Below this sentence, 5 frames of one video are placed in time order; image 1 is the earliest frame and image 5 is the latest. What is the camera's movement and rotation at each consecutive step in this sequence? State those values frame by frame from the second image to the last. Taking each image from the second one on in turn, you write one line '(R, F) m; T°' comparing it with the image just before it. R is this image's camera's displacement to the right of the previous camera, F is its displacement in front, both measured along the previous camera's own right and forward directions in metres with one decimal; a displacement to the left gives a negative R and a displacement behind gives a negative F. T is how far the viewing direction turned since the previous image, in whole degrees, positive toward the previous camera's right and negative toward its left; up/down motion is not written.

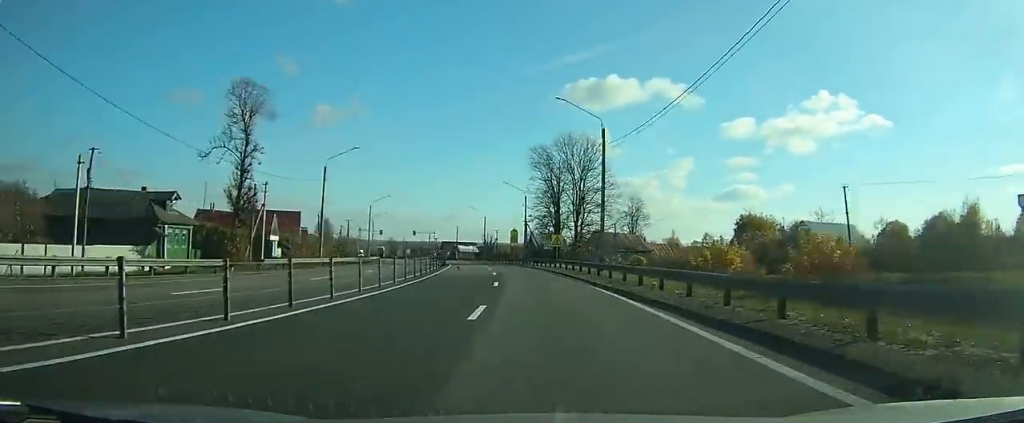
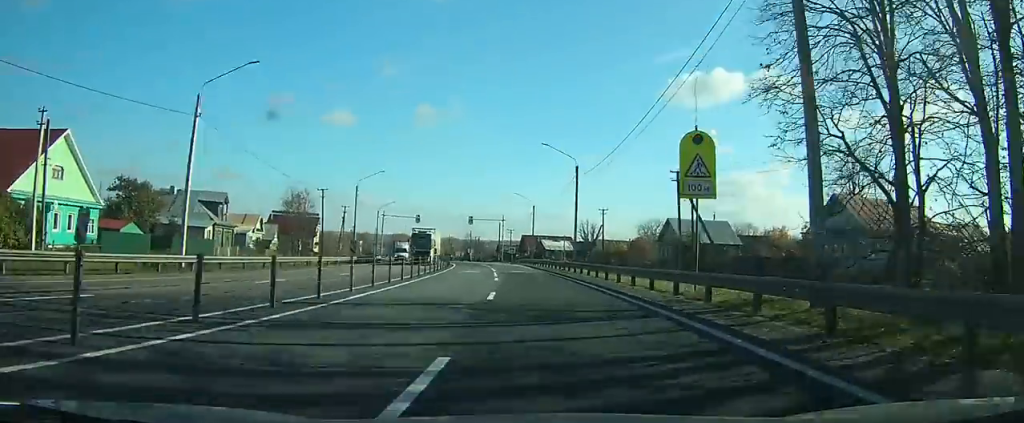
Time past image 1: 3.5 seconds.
(-5.3, +68.3) m; -9°
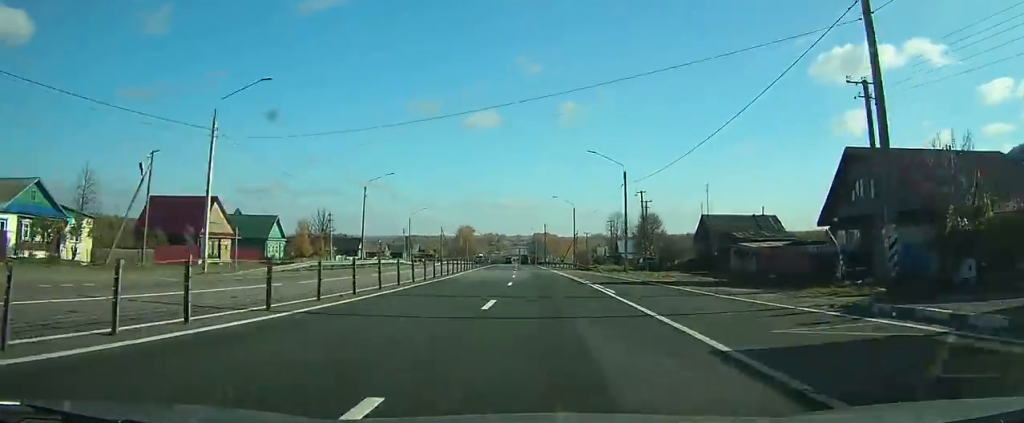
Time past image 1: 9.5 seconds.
(-16.7, +115.2) m; -15°
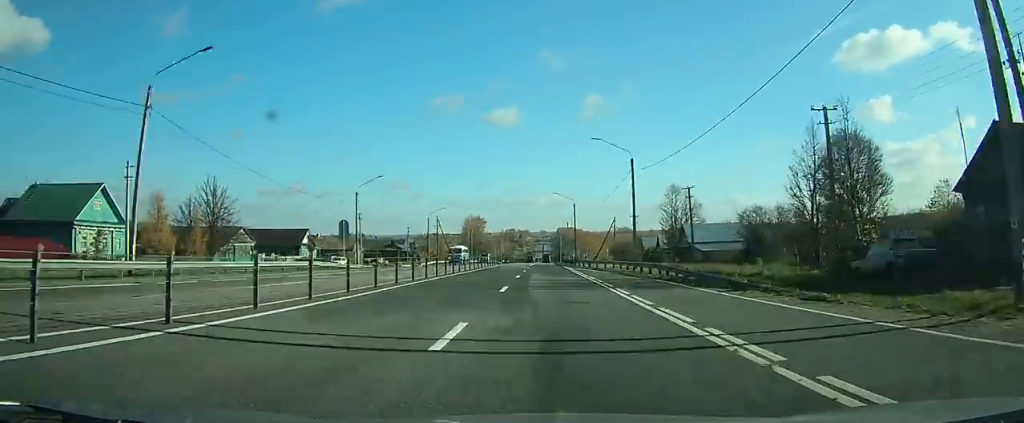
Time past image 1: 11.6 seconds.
(-1.4, +44.1) m; -2°
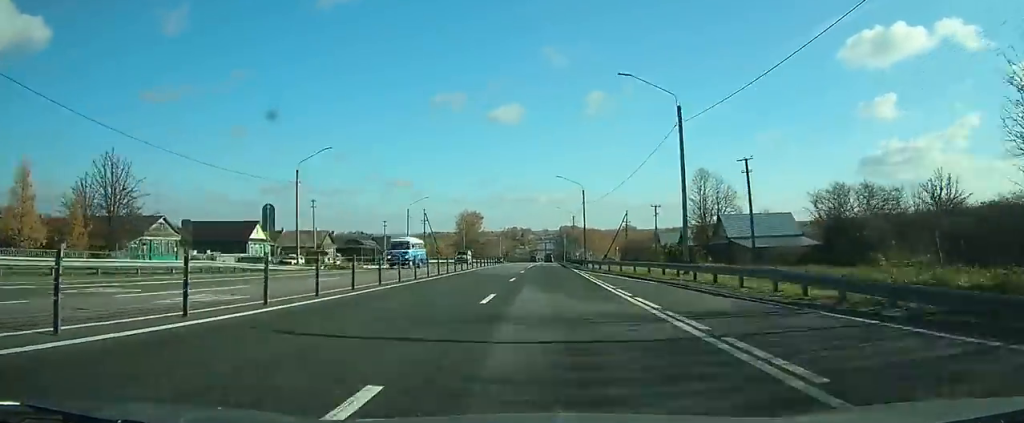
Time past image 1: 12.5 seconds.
(-0.1, +17.7) m; 0°
